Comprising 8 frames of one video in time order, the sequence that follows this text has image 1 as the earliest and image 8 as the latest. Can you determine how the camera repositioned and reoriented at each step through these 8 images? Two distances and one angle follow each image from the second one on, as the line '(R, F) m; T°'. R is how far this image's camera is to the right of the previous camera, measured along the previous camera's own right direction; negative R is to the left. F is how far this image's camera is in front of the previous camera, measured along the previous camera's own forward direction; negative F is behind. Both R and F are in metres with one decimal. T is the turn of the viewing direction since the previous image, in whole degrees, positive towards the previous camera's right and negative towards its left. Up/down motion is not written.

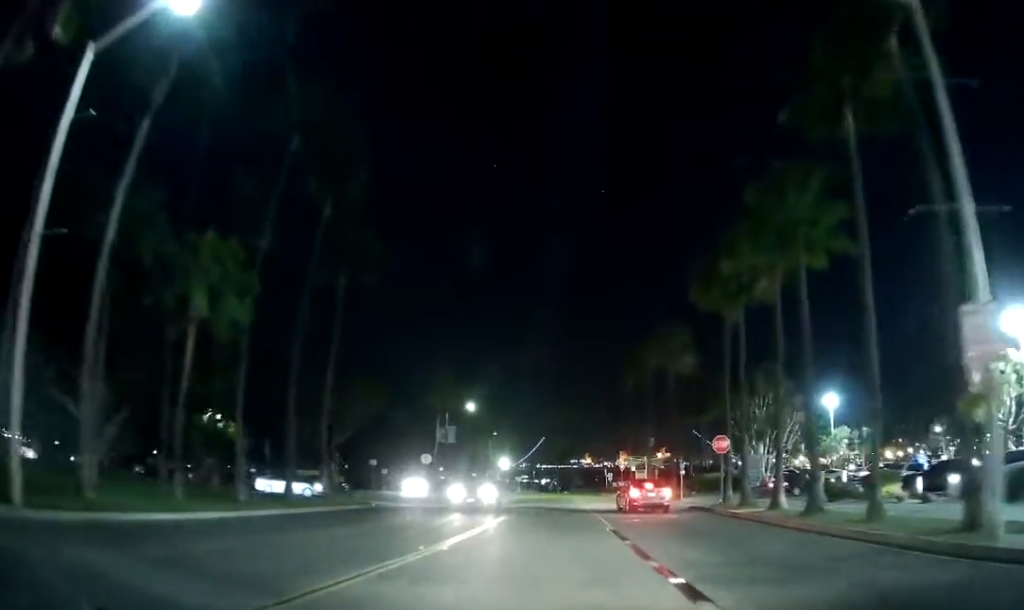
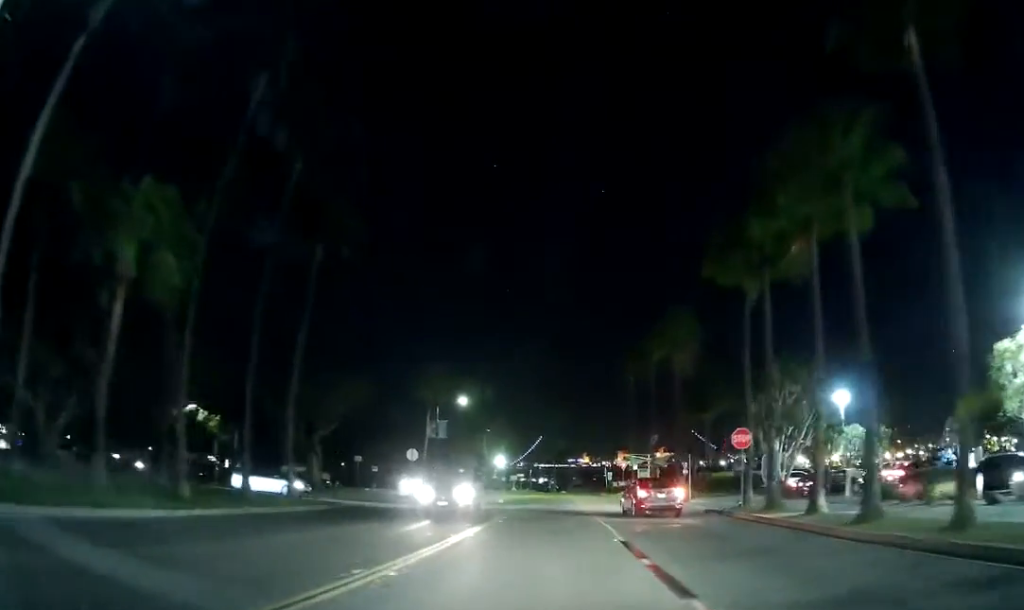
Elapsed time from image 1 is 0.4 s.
(+0.1, +3.8) m; 0°
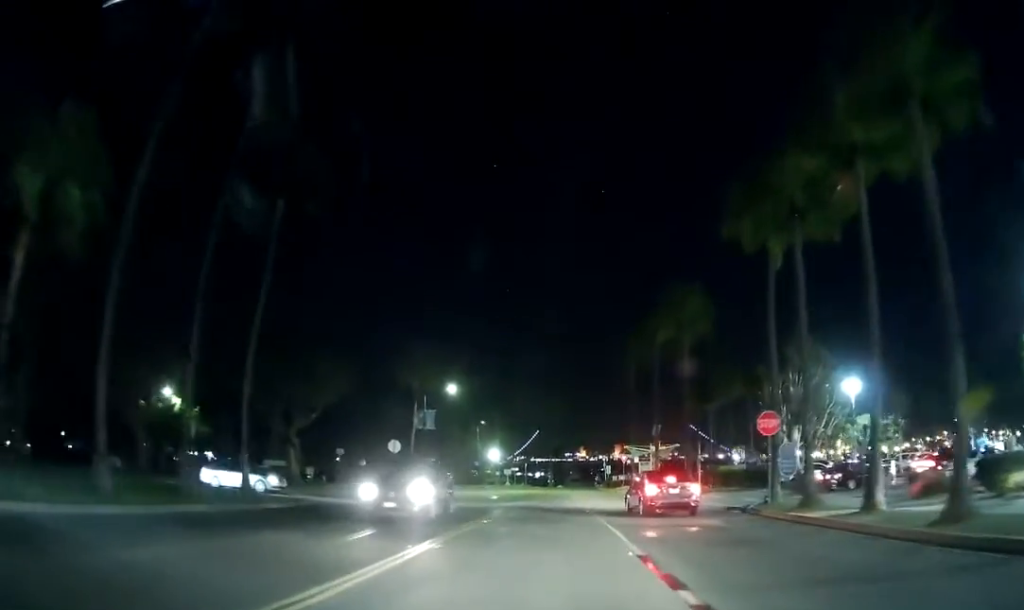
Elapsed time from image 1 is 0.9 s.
(+0.5, +4.3) m; -2°
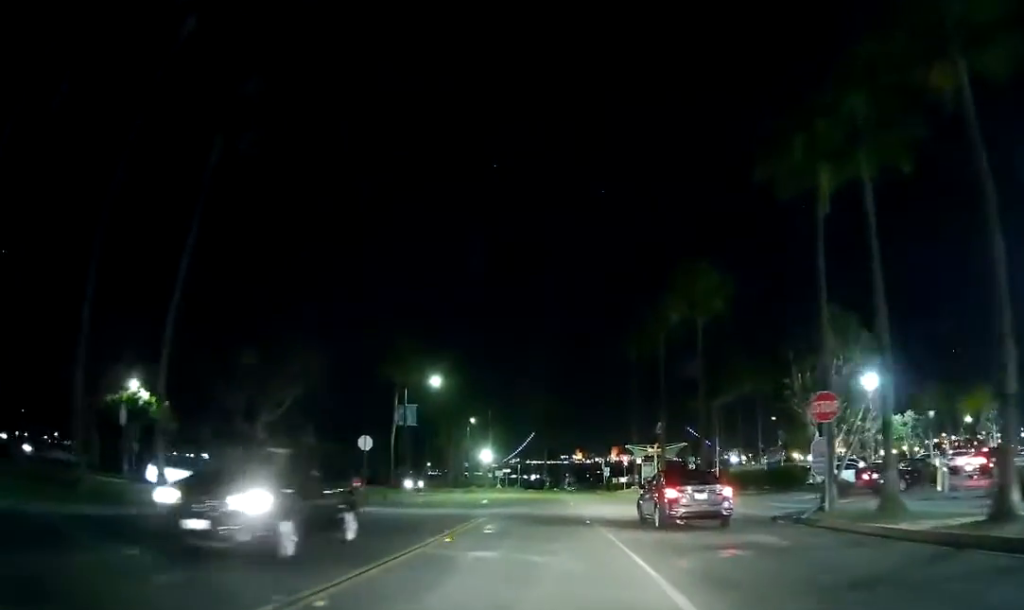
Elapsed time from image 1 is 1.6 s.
(-0.4, +5.5) m; -1°
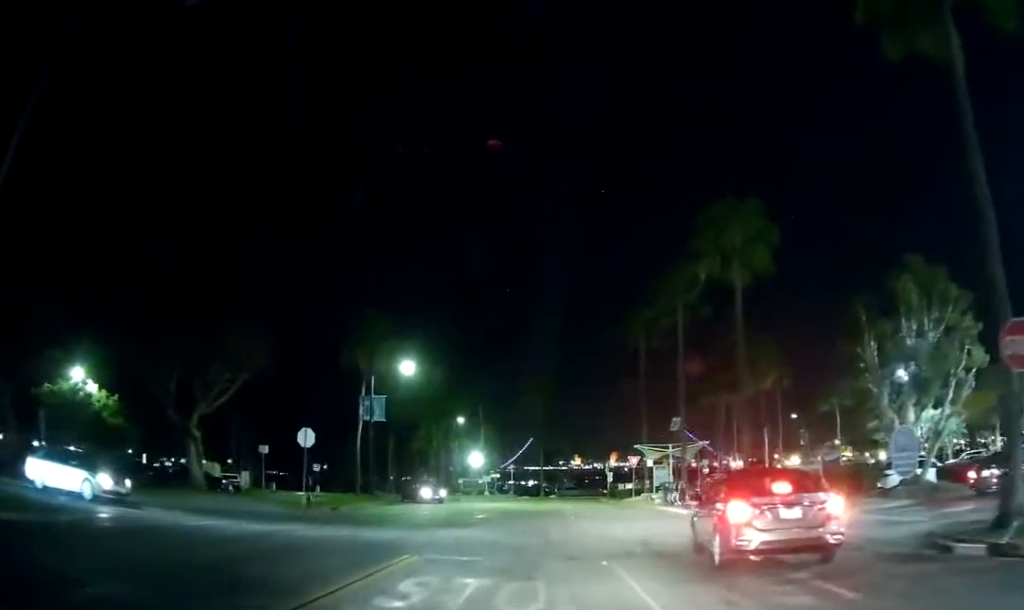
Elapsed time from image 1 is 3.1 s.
(+0.5, +10.1) m; +6°
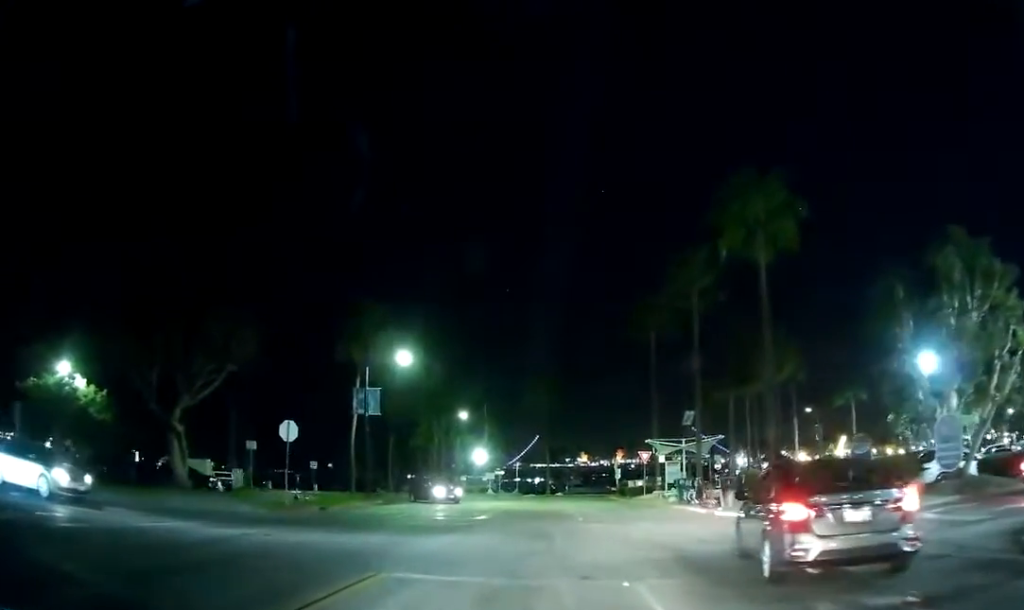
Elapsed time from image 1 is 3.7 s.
(-0.2, +3.1) m; -3°
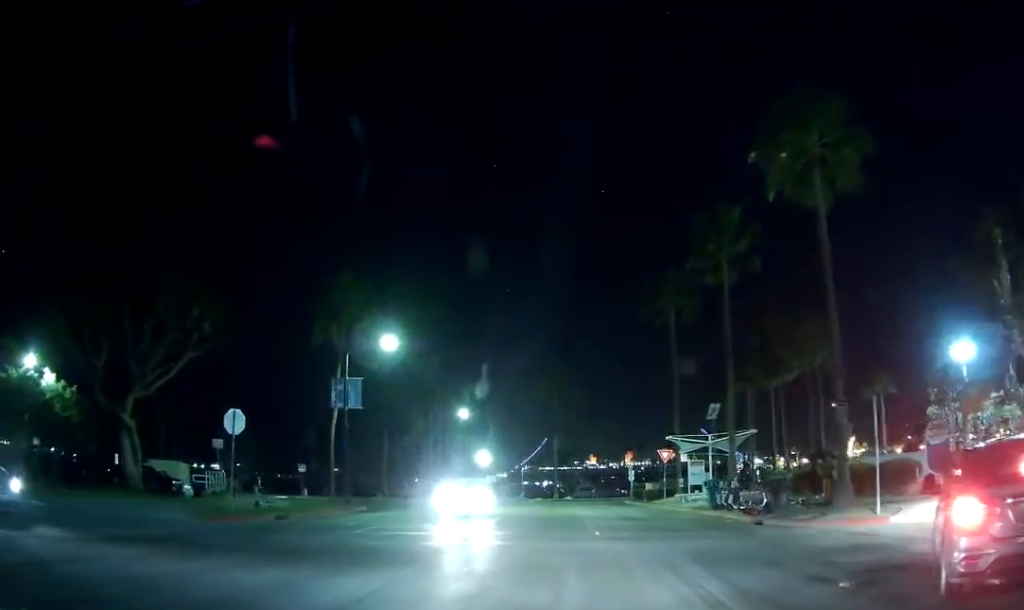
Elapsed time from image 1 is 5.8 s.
(-0.3, +6.9) m; -2°
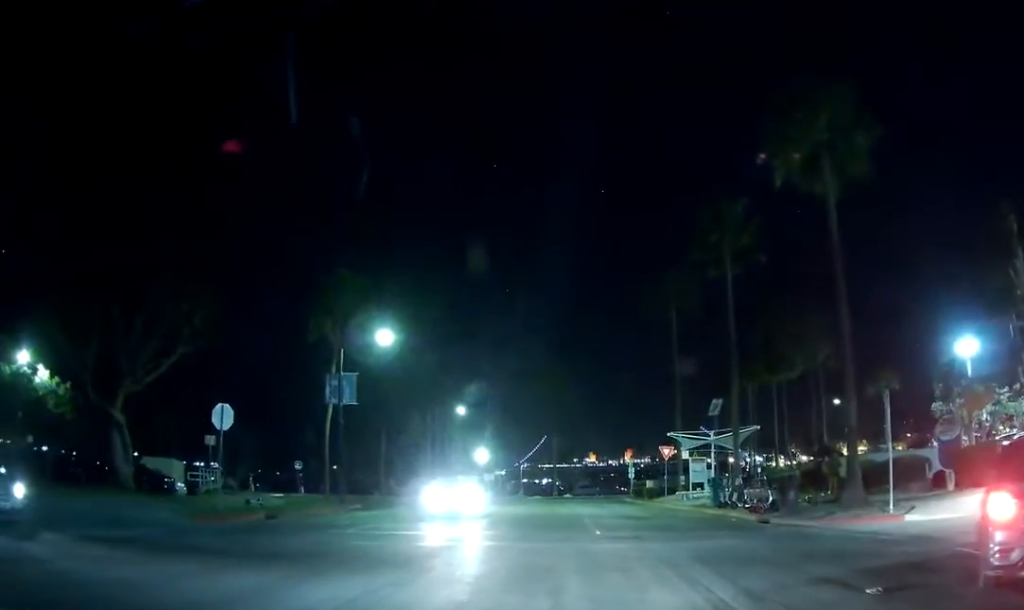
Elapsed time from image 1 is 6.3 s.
(+0.1, +0.7) m; 0°
